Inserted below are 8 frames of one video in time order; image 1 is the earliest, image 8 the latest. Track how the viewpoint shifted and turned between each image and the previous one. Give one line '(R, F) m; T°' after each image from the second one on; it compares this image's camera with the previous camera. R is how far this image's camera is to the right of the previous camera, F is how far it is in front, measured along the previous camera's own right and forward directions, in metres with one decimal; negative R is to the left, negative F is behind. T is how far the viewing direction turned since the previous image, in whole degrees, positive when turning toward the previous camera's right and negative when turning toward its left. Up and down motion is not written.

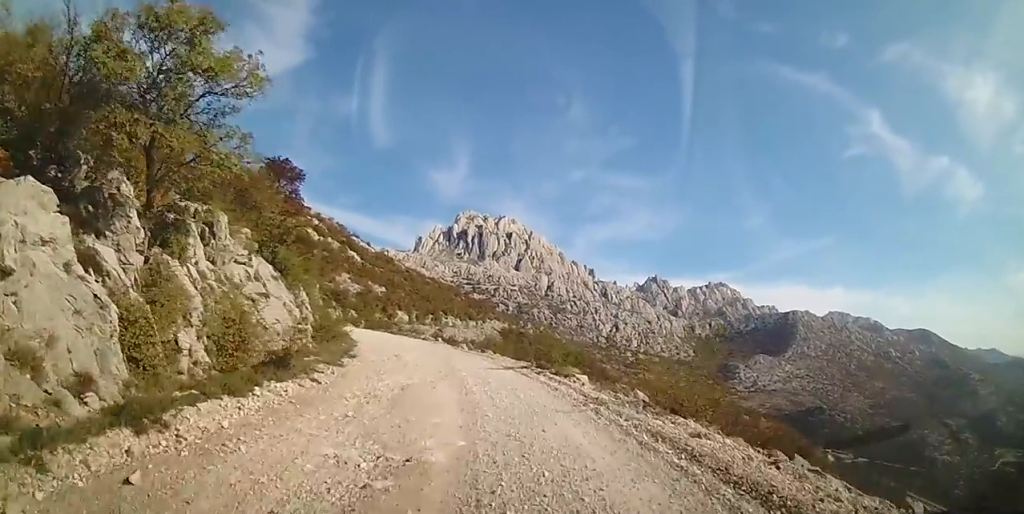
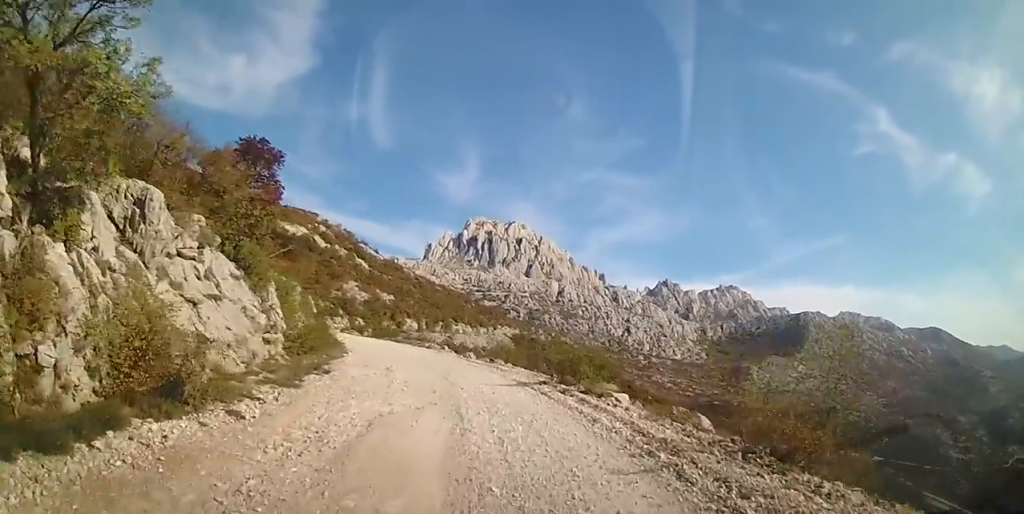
(+0.1, +3.5) m; -3°
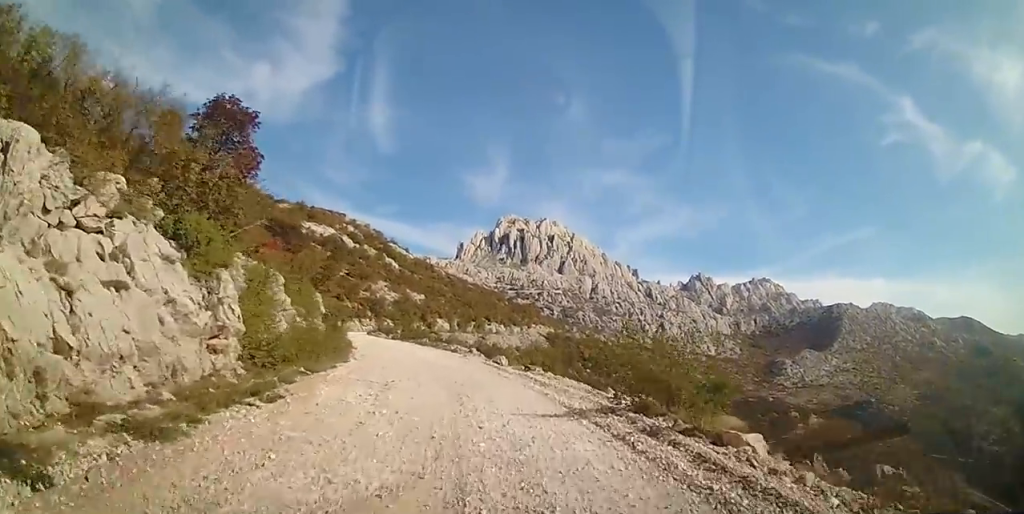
(-0.4, +4.7) m; -4°
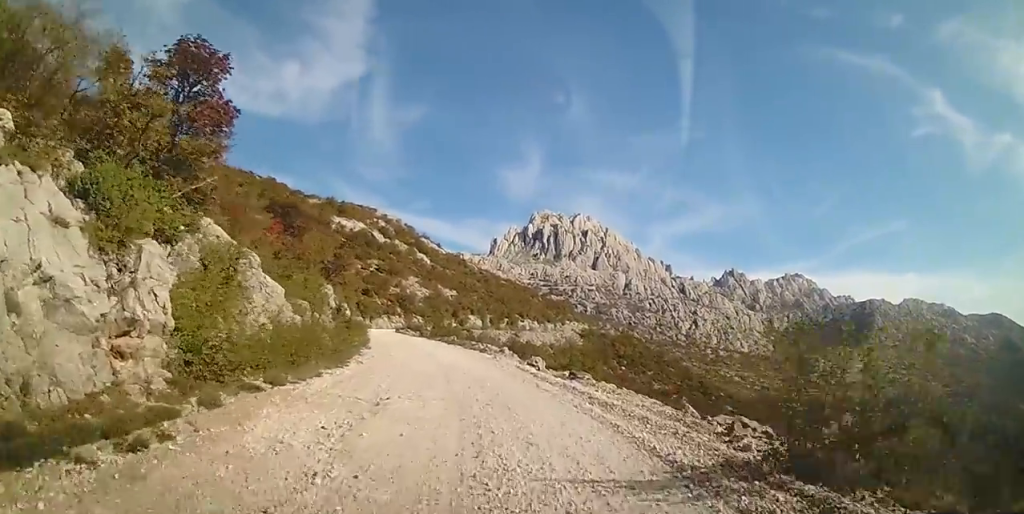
(-0.1, +3.8) m; -1°
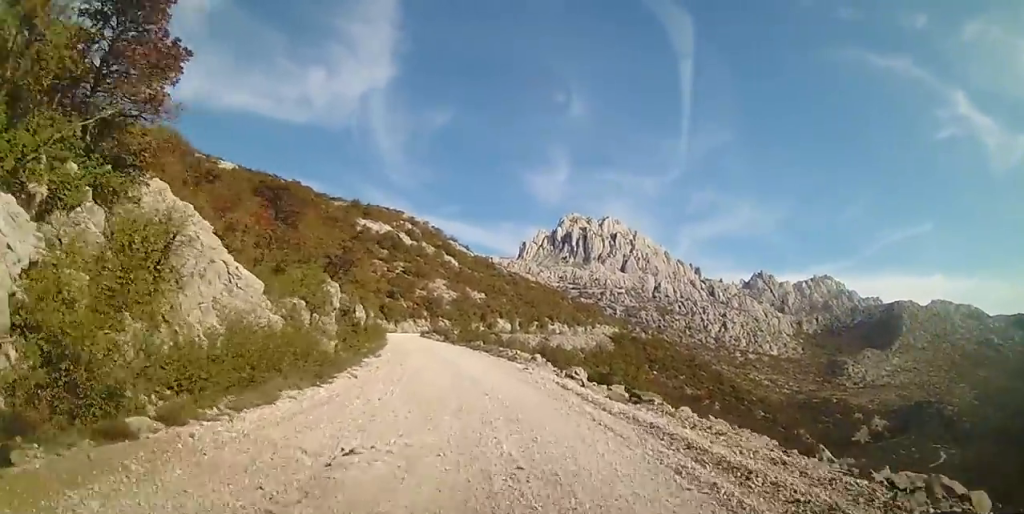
(0.0, +3.7) m; 0°
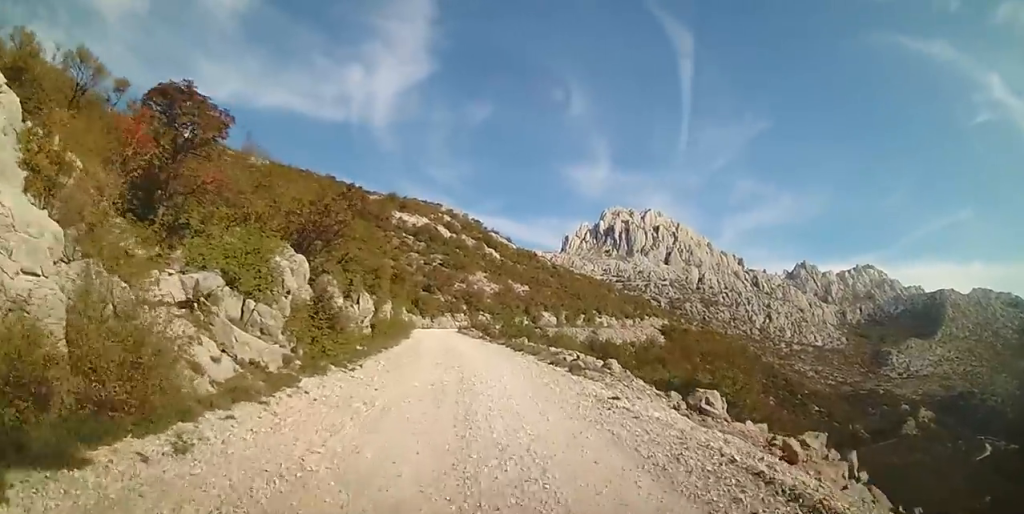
(0.0, +8.7) m; -2°
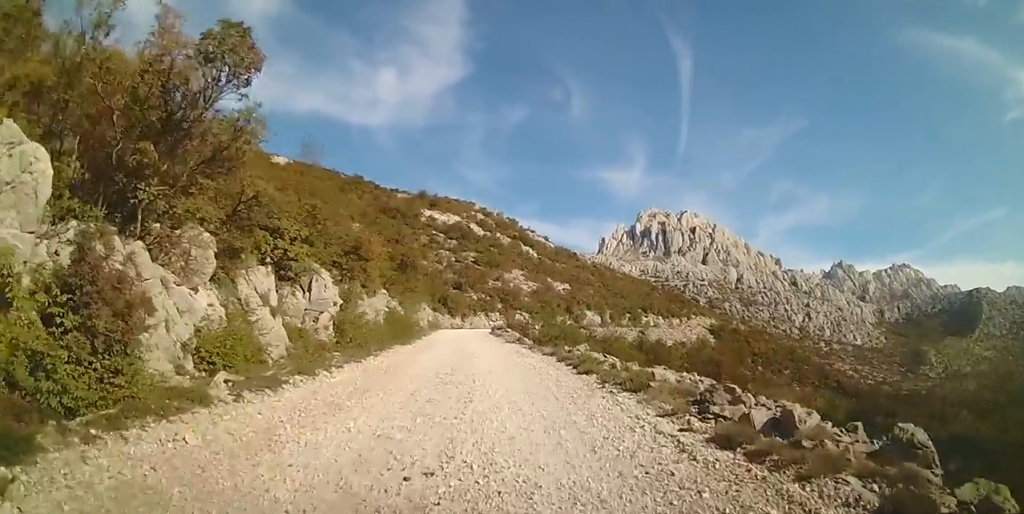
(-0.6, +11.6) m; -5°
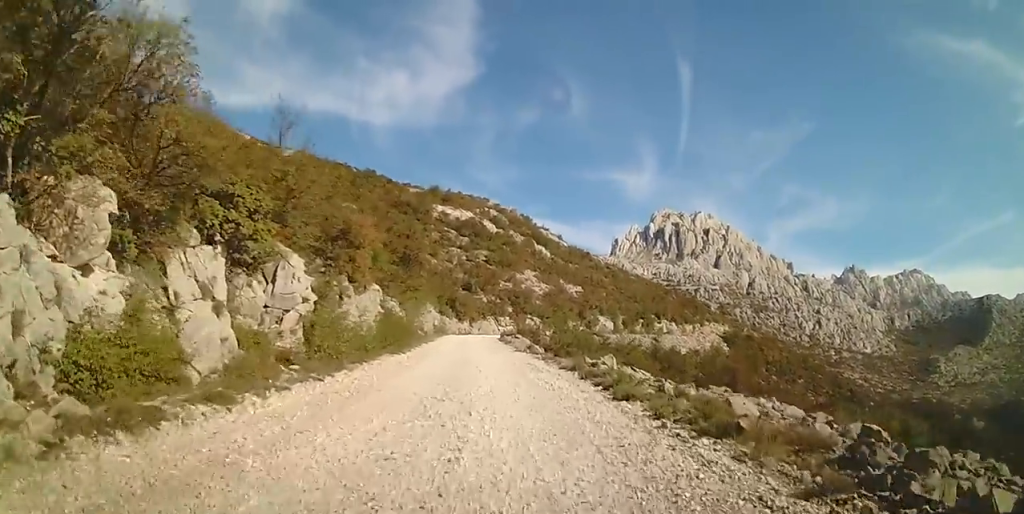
(+0.1, +3.5) m; -1°
